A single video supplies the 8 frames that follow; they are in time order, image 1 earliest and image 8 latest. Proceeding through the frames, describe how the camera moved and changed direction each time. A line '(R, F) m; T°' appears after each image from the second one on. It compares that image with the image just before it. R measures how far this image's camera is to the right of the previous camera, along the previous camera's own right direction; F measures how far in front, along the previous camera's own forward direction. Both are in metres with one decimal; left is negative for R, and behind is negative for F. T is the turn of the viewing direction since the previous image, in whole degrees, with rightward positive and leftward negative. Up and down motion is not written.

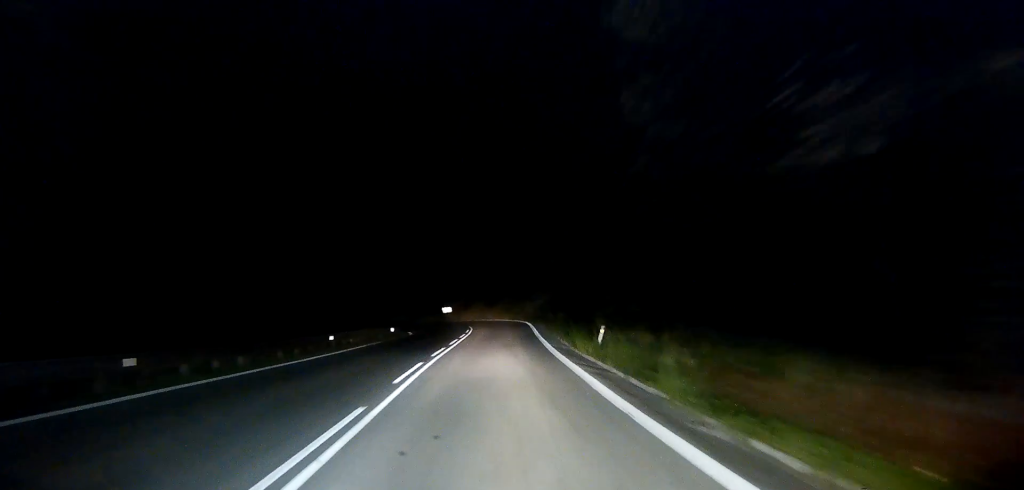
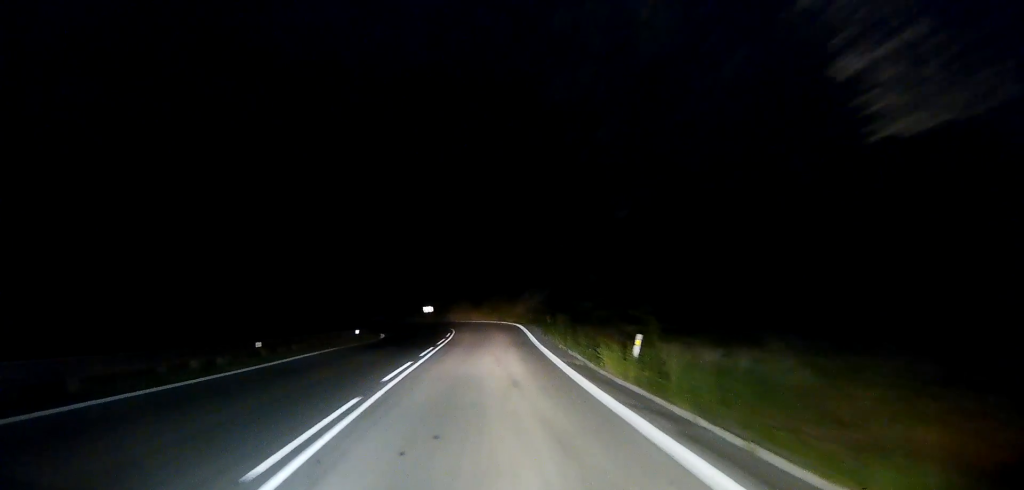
(+0.1, +8.6) m; +1°
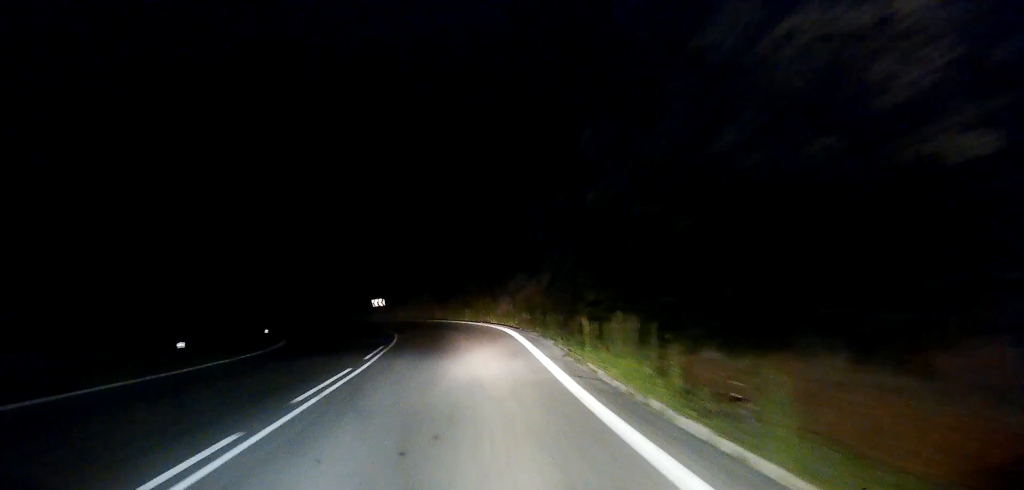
(+0.3, +21.4) m; 0°
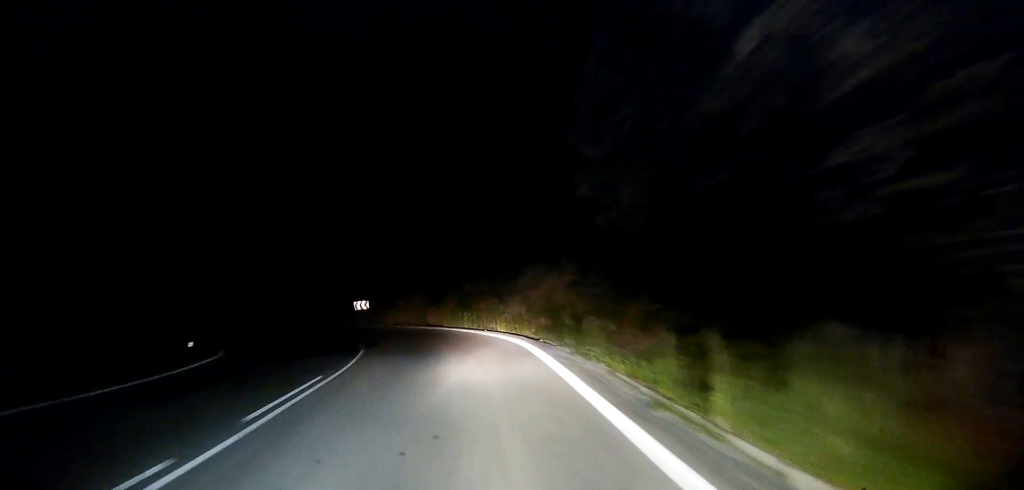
(0.0, +9.8) m; -2°
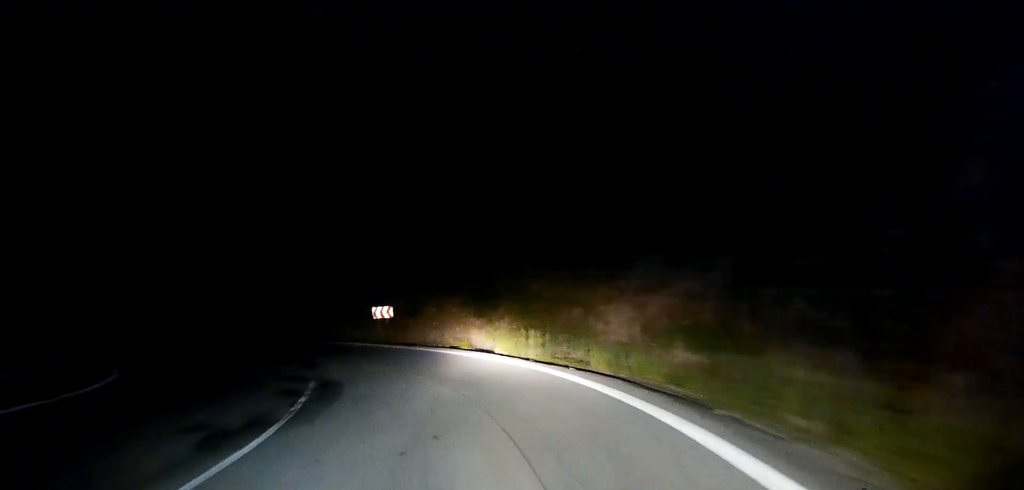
(-0.5, +13.8) m; -6°
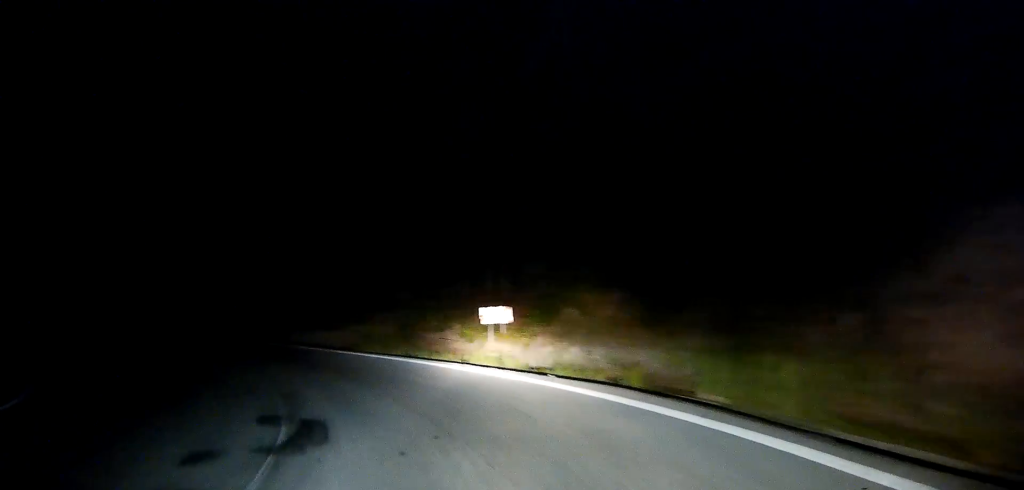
(-0.7, +11.0) m; -10°
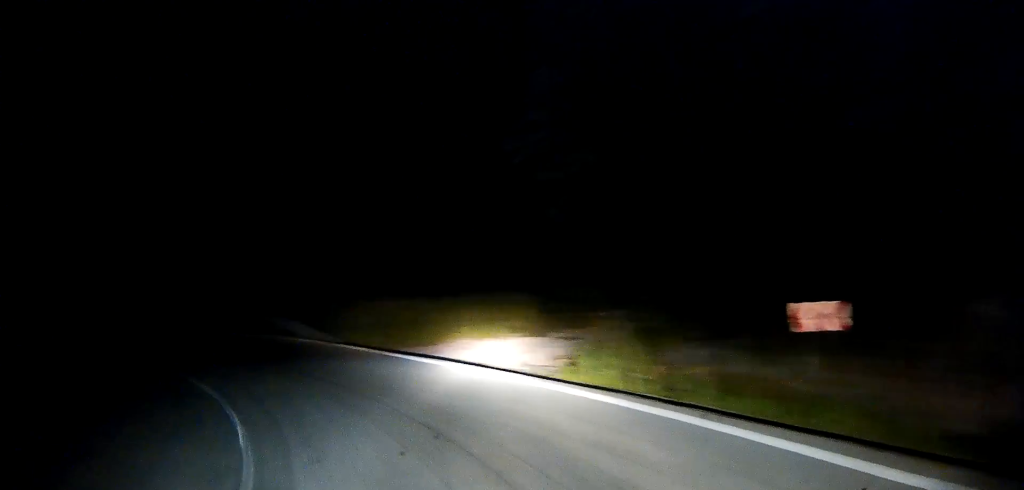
(-1.3, +10.6) m; -16°
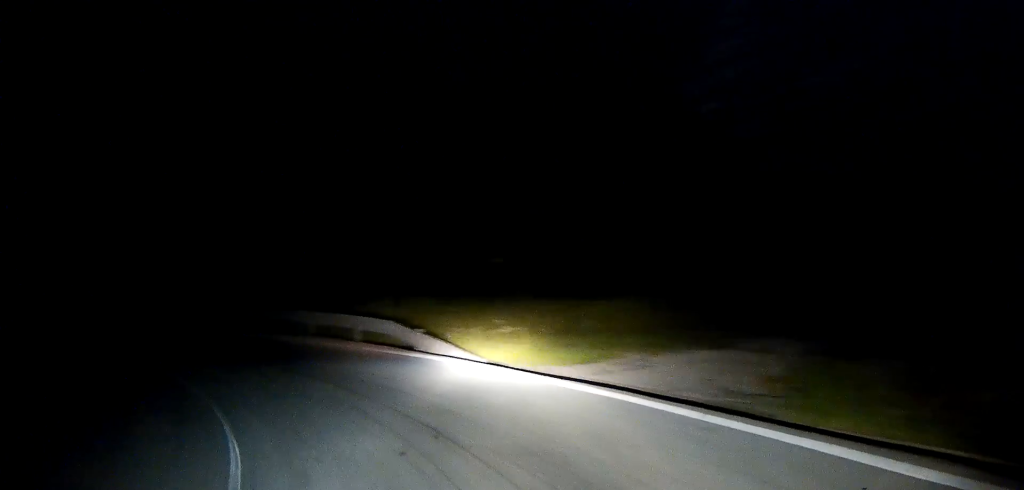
(-0.4, +5.1) m; -9°
